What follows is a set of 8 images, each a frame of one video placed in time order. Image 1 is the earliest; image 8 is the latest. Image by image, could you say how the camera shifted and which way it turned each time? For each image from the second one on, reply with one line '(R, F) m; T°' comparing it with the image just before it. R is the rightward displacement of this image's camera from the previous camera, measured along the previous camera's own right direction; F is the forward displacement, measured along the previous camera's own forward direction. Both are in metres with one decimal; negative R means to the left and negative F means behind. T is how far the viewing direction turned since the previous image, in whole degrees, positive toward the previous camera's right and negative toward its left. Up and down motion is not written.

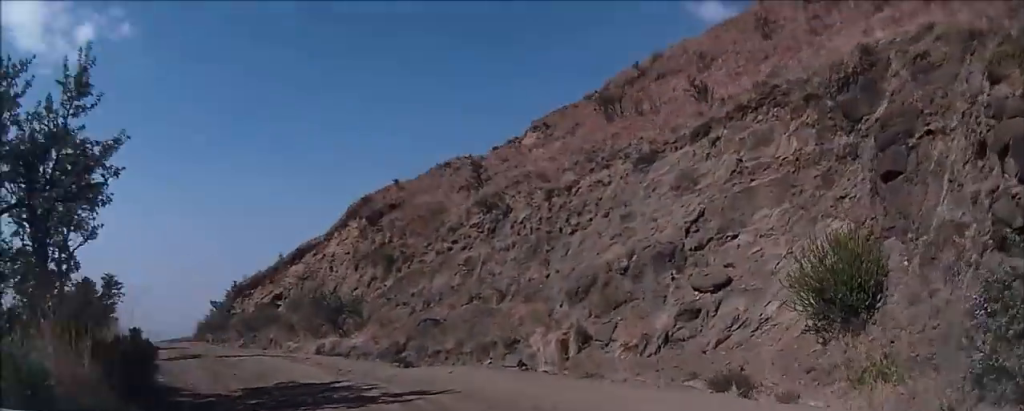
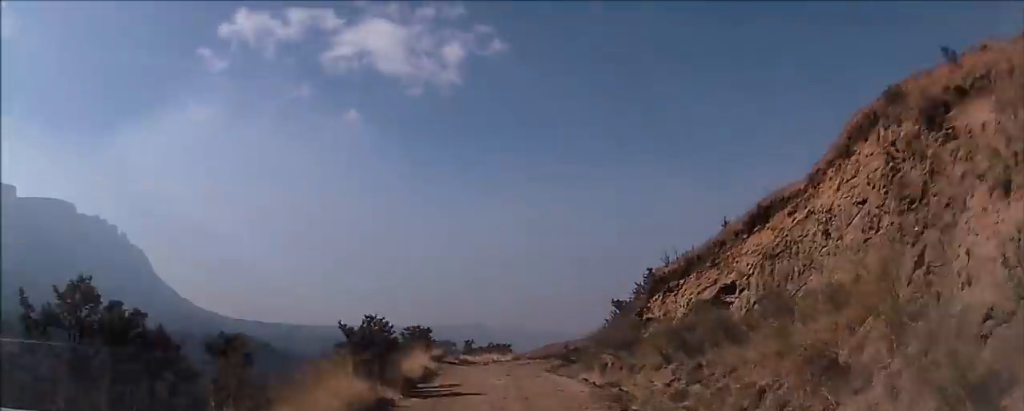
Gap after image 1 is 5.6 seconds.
(-3.6, +21.1) m; -8°
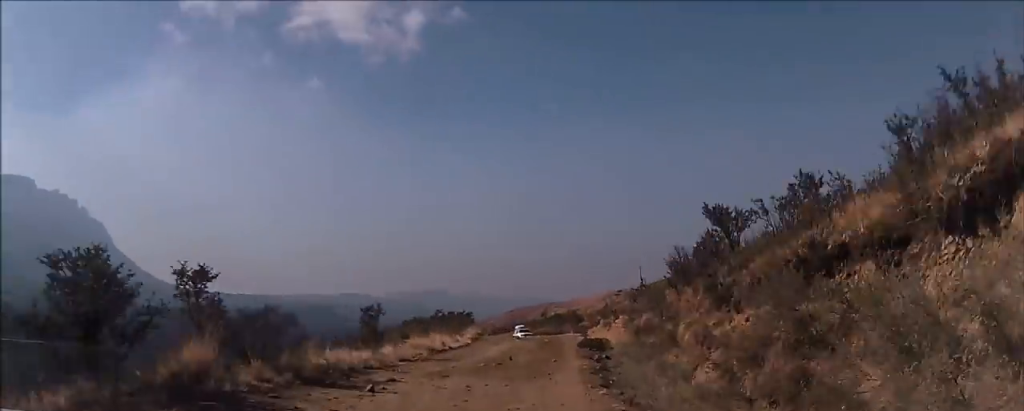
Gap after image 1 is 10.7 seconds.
(+0.1, +21.2) m; +1°
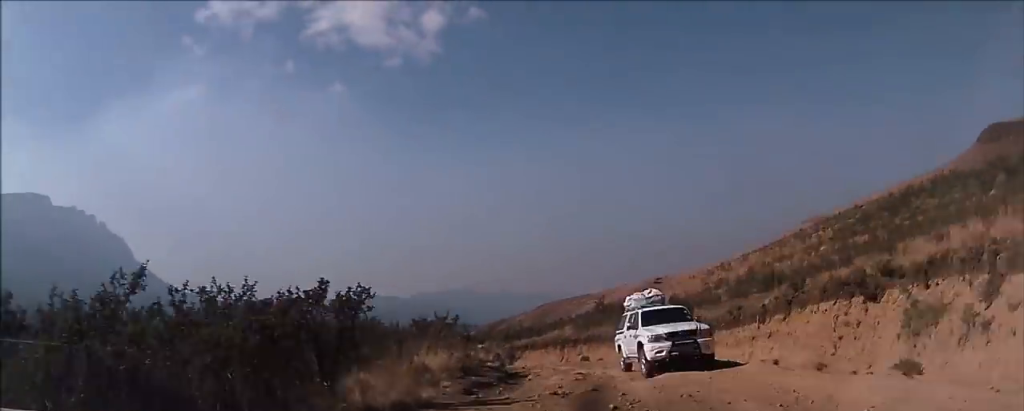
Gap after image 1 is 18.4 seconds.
(+1.0, +32.7) m; 0°
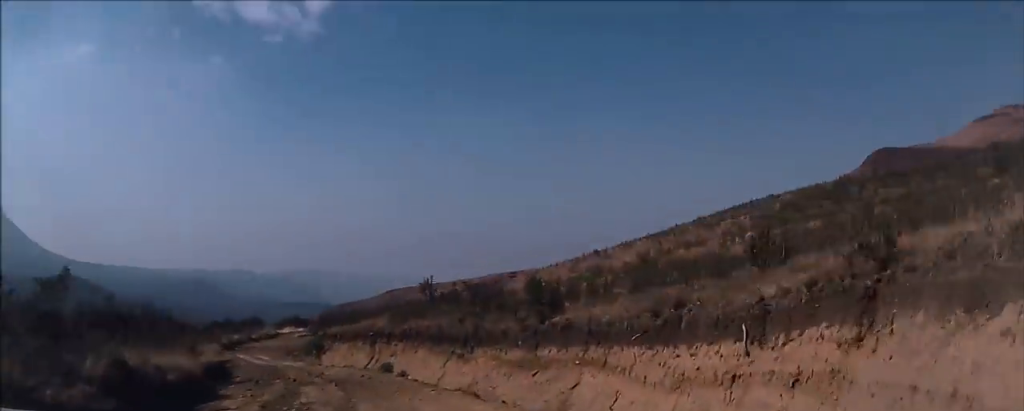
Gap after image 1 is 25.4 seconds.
(-0.6, +29.9) m; -6°
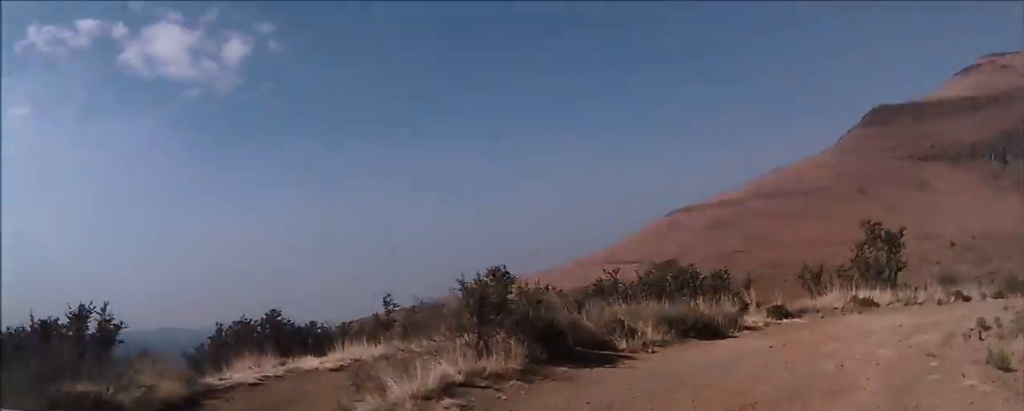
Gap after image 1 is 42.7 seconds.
(+3.8, +68.6) m; +41°
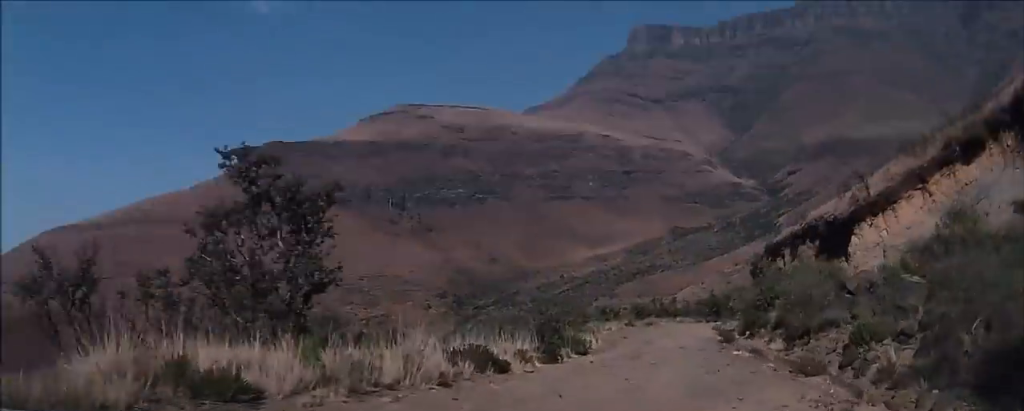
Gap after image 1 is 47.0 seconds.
(+2.6, +15.4) m; +24°
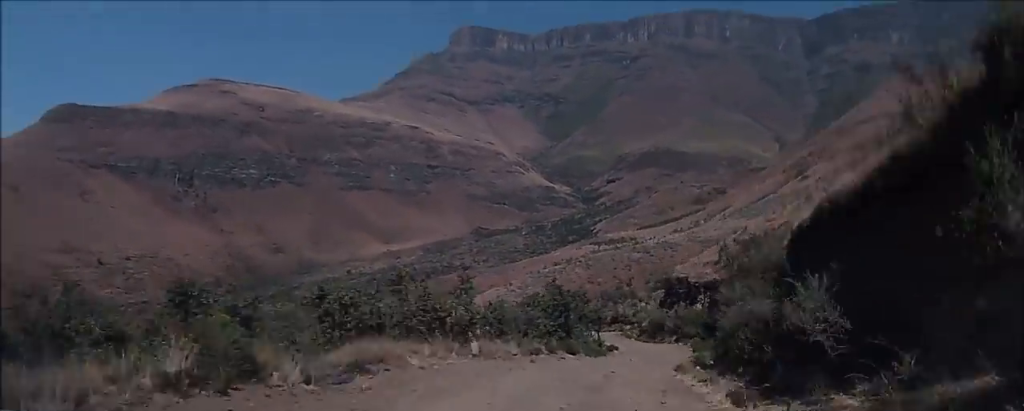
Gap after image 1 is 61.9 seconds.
(+21.7, +45.6) m; +37°
